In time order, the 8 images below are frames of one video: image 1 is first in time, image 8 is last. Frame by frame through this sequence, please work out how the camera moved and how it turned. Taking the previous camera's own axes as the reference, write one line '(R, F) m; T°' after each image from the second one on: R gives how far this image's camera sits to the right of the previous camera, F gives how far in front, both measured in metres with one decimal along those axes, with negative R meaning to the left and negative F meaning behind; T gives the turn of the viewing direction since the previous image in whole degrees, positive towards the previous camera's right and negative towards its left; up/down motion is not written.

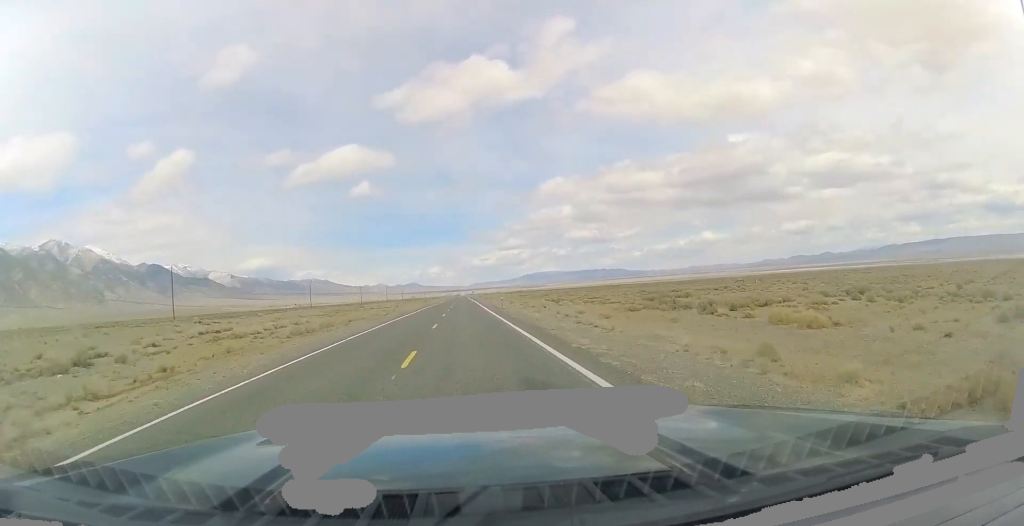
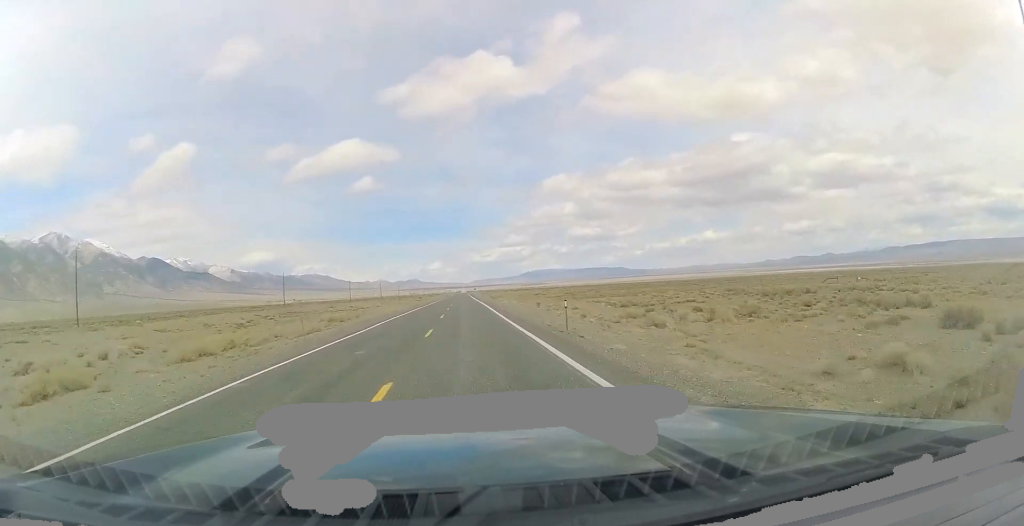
(-0.5, +33.1) m; -1°
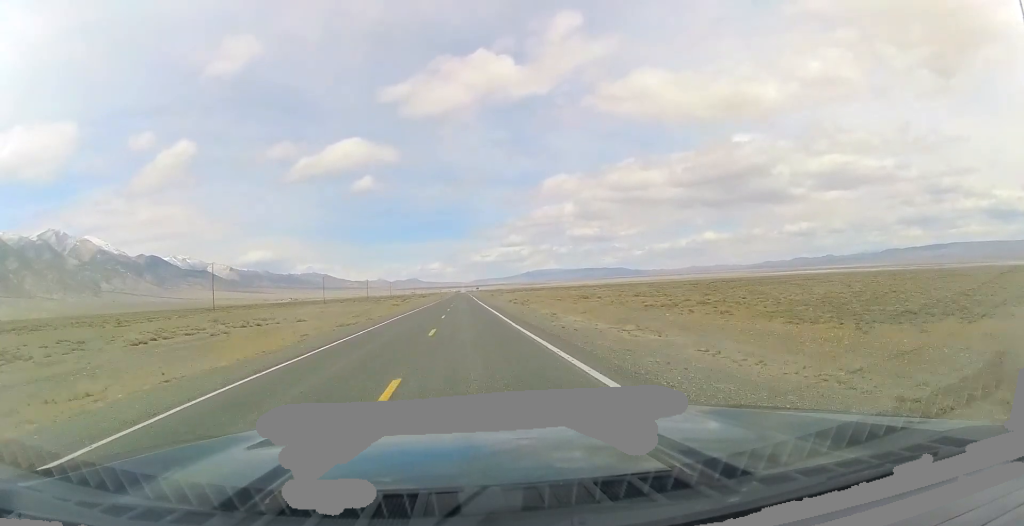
(+0.4, +53.9) m; +1°
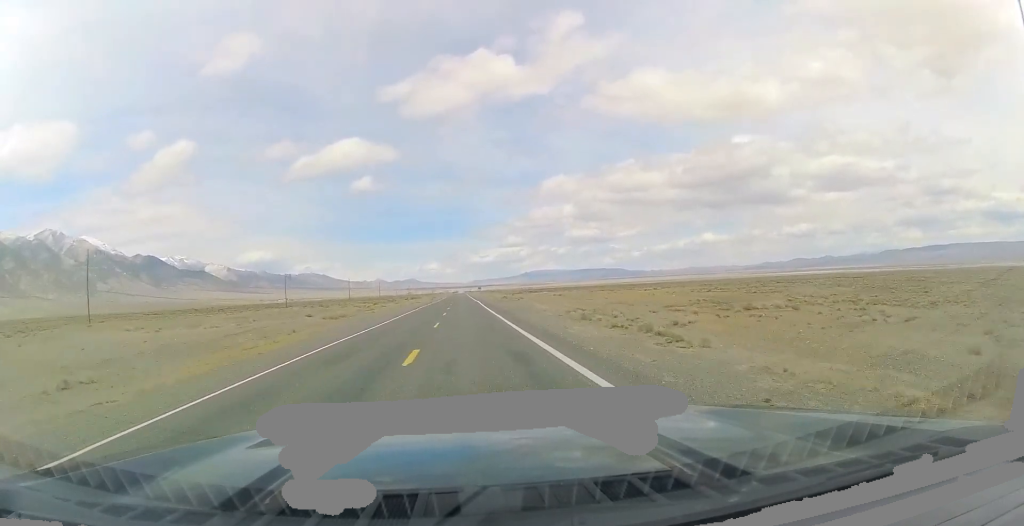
(+0.2, +48.9) m; 0°
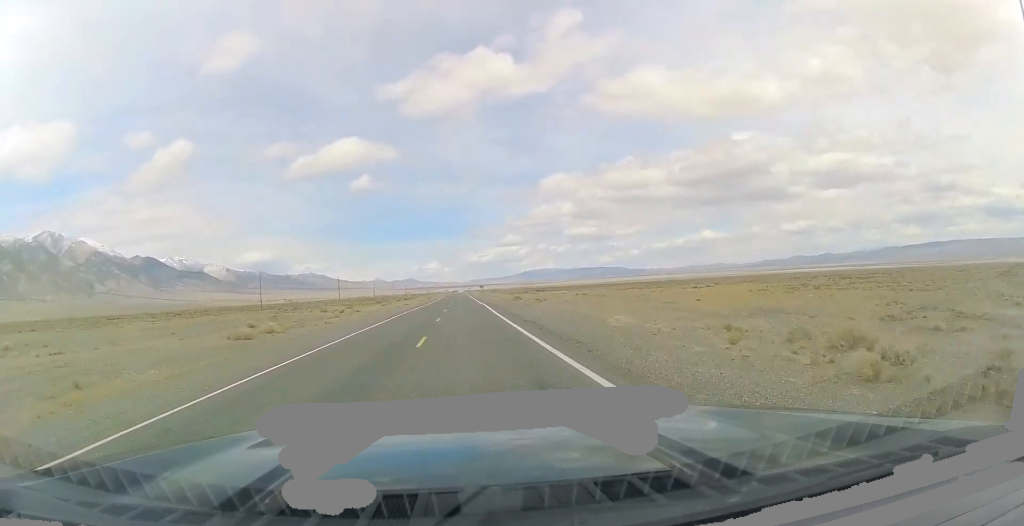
(-0.1, +23.2) m; 0°
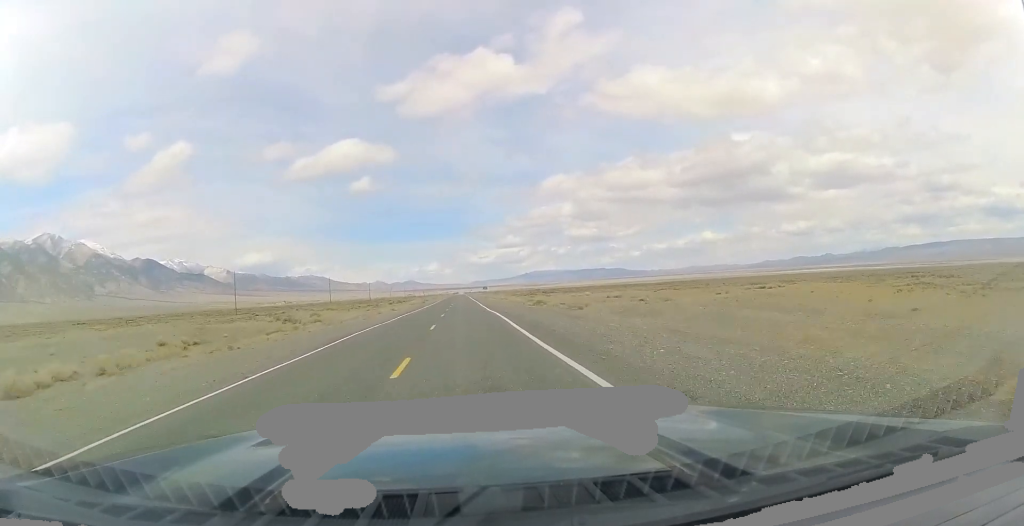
(0.0, +19.6) m; 0°
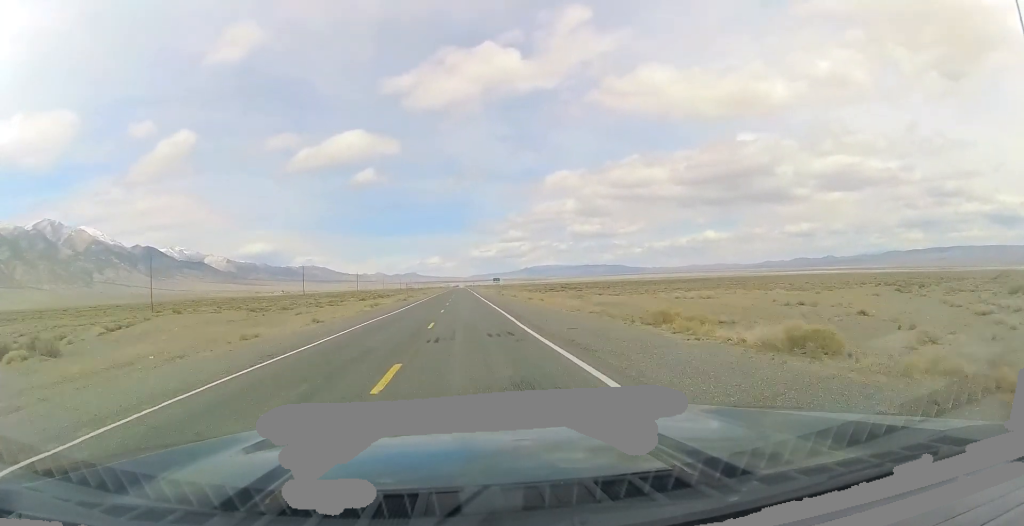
(+0.2, +43.0) m; 0°
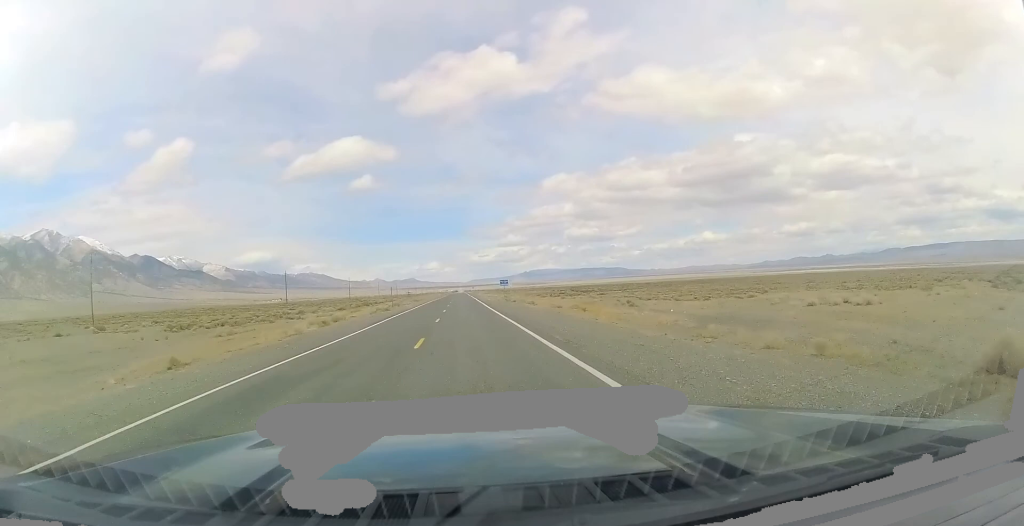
(0.0, +19.8) m; 0°
